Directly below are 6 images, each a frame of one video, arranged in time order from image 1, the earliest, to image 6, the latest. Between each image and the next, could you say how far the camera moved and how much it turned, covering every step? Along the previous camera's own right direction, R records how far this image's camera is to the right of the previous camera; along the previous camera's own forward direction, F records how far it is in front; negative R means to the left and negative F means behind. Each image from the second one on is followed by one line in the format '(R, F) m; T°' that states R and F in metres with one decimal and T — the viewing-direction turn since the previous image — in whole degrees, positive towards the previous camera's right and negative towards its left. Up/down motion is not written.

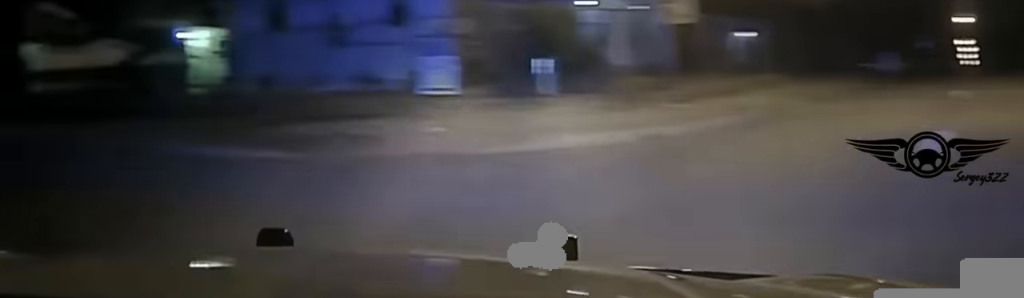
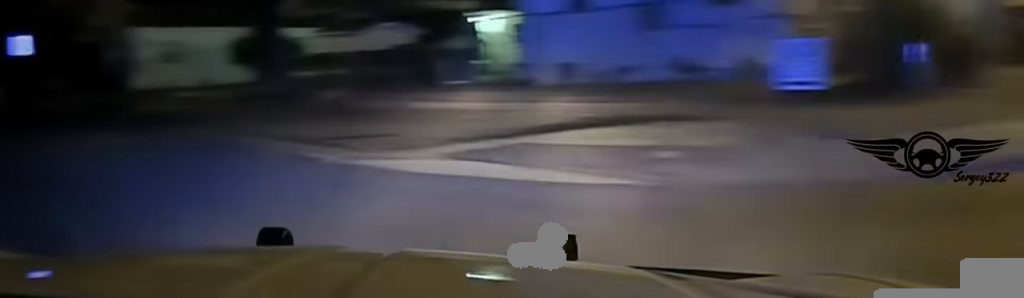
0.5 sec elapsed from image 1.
(-1.5, +5.8) m; -18°
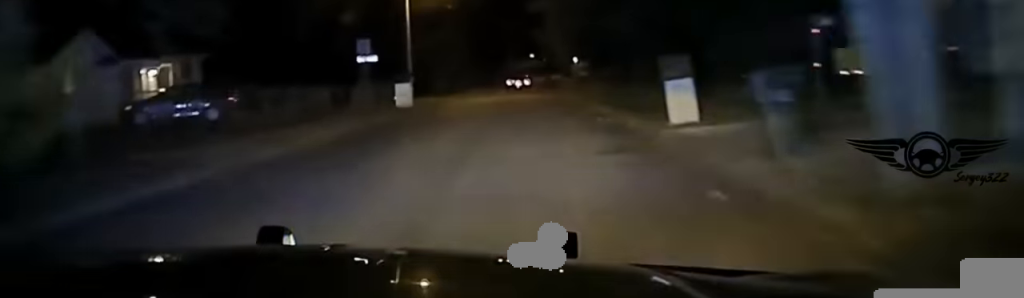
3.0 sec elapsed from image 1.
(-3.4, +35.2) m; -6°
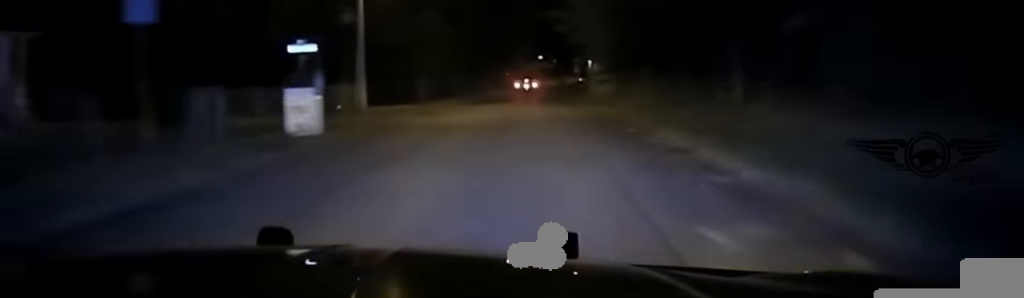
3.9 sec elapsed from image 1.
(+0.2, +17.0) m; +1°
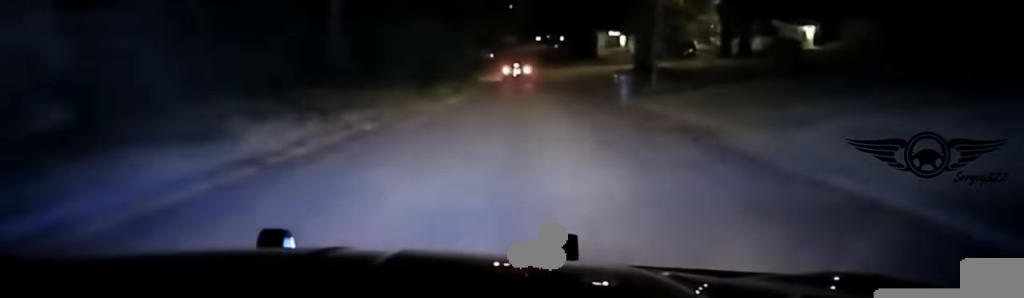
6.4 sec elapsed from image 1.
(+0.2, +55.0) m; +2°
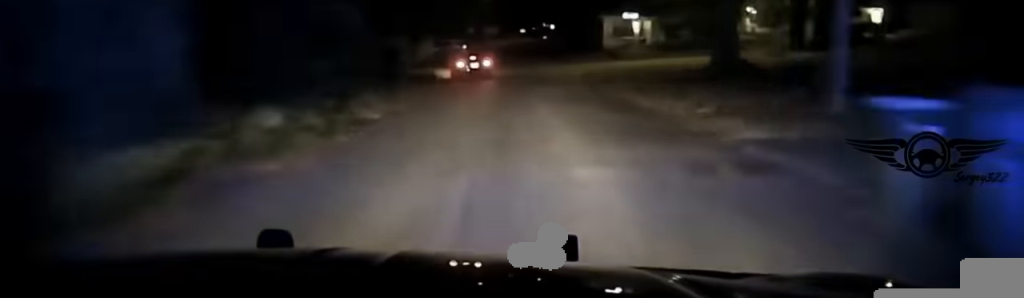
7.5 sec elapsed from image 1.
(+0.7, +27.7) m; +2°
